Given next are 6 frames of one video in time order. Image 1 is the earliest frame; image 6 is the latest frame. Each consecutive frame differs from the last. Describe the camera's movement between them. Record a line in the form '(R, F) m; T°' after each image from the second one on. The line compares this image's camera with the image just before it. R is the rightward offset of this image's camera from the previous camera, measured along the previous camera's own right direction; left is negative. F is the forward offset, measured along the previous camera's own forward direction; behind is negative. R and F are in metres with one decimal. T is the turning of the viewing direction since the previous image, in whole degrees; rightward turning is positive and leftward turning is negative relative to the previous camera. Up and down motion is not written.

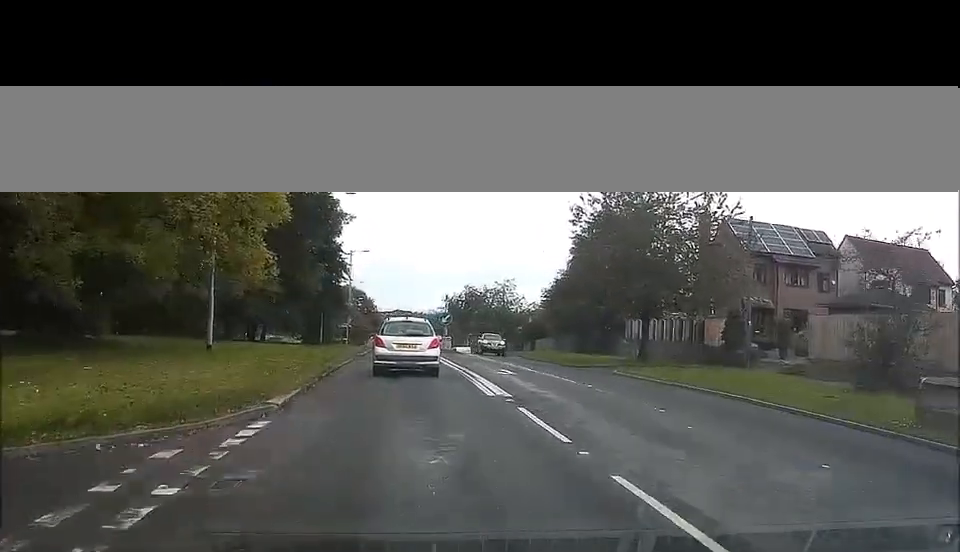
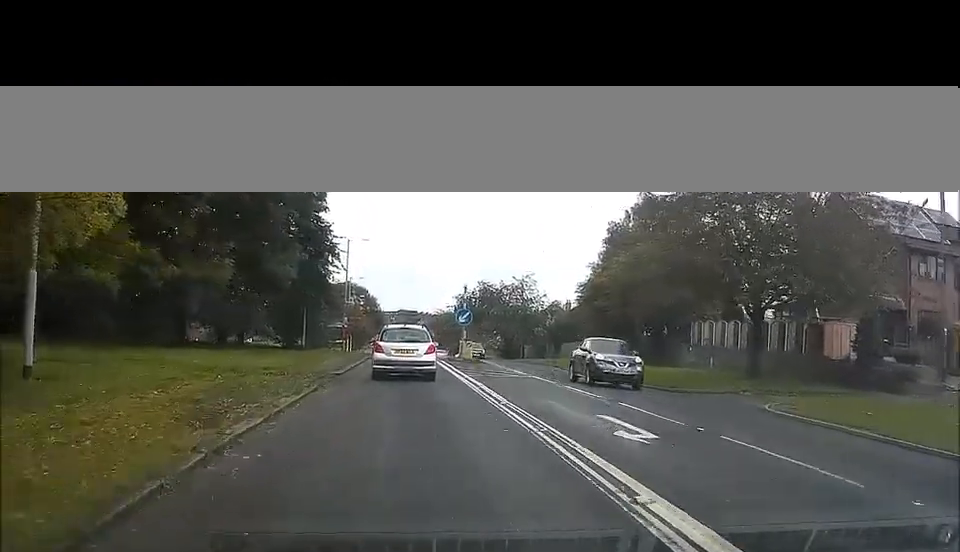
(-0.3, +13.7) m; -1°
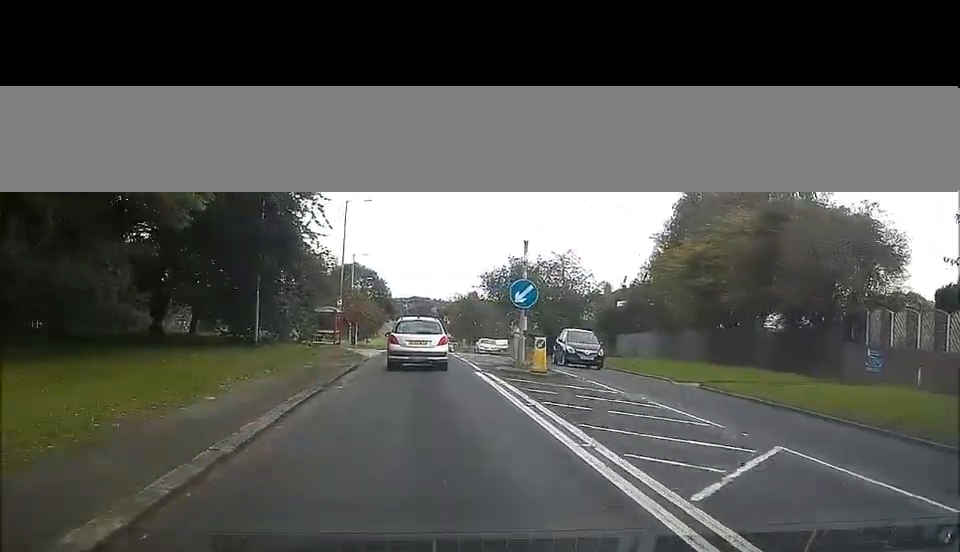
(-0.1, +18.8) m; 0°
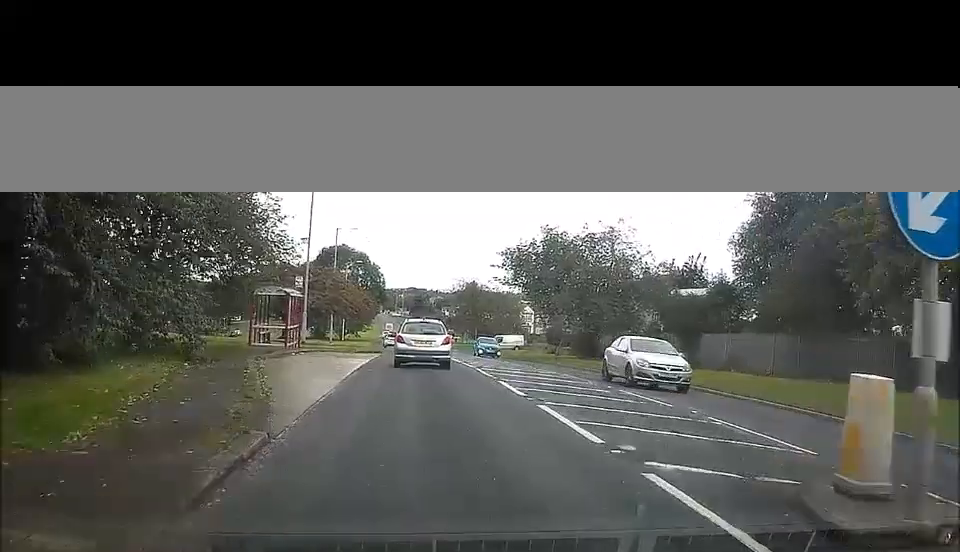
(+0.1, +20.3) m; 0°
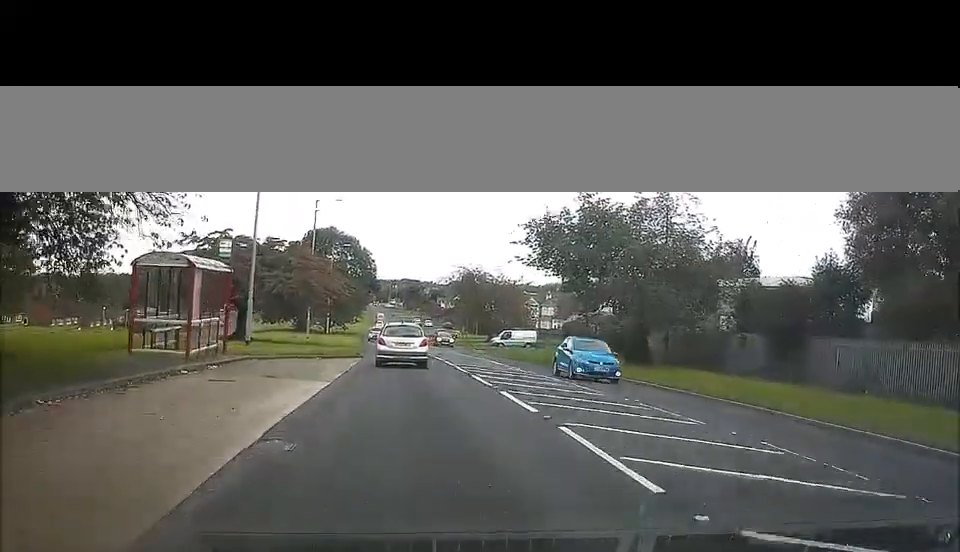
(-0.1, +14.2) m; -1°
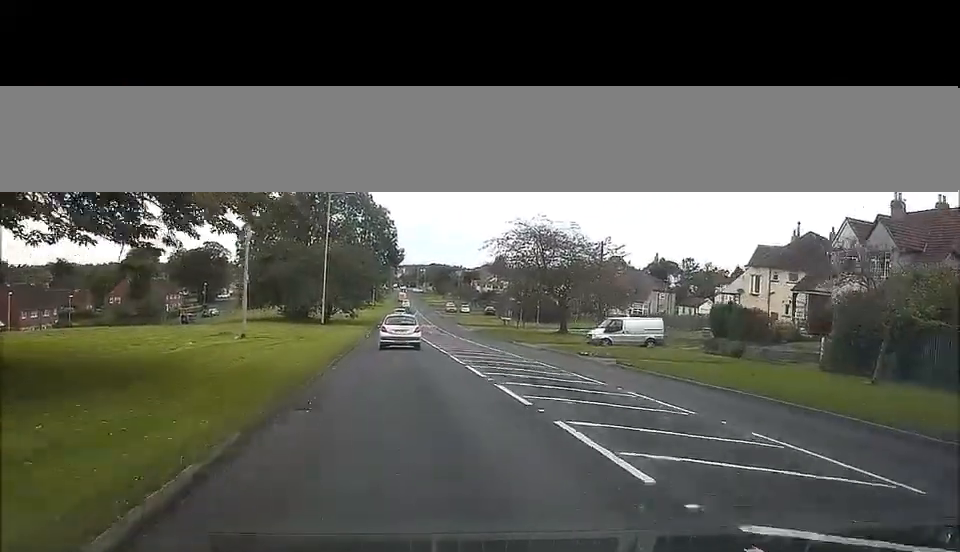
(-0.1, +34.8) m; 0°
